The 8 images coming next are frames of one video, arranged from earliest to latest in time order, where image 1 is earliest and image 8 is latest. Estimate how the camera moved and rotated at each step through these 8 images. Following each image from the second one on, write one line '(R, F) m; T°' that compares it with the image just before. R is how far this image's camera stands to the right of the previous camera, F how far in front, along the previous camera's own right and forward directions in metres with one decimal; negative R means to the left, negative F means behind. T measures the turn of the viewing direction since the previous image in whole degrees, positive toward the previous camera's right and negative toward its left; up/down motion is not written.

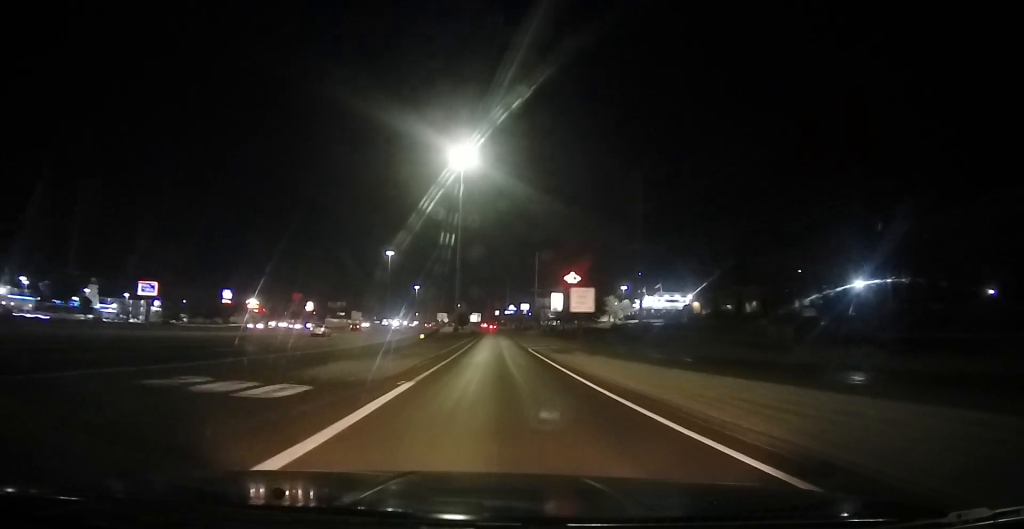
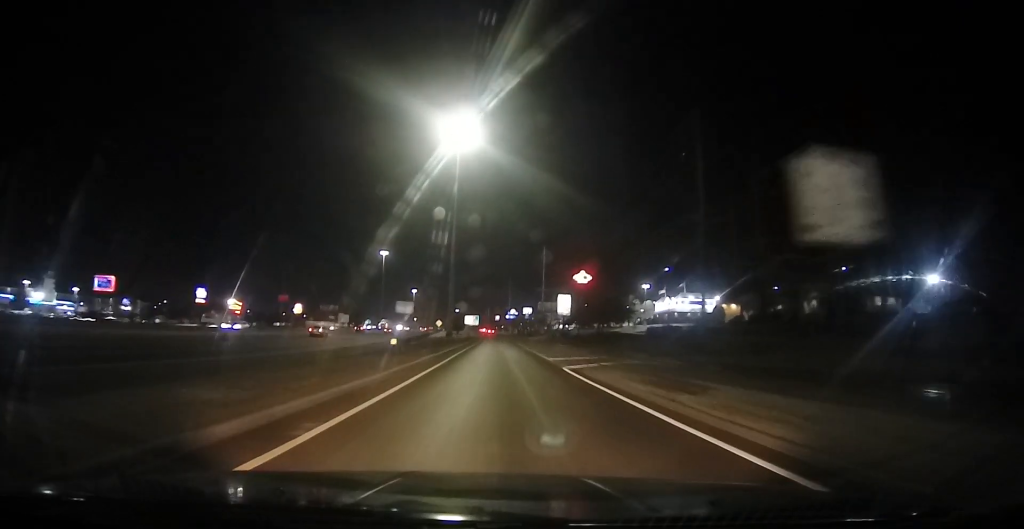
(+0.1, +22.3) m; 0°
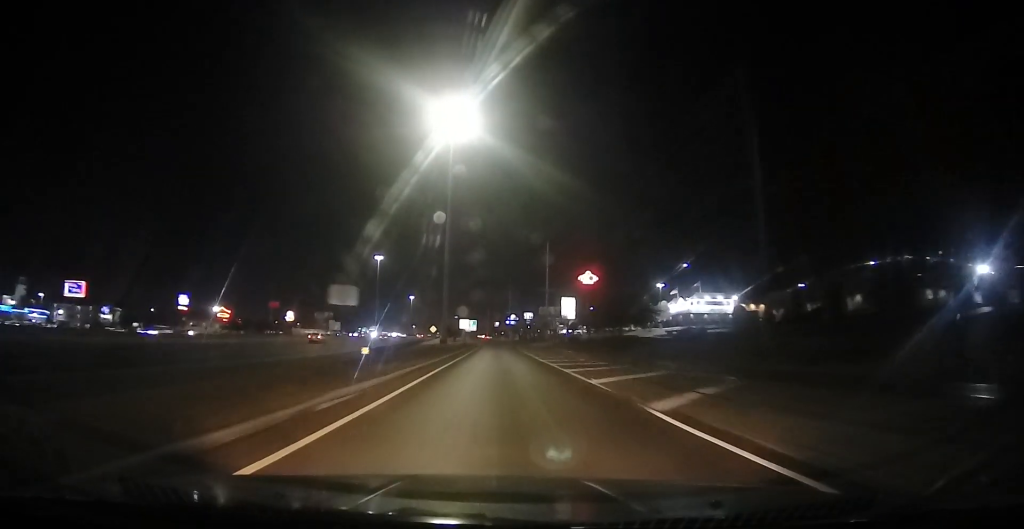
(+0.1, +12.6) m; 0°
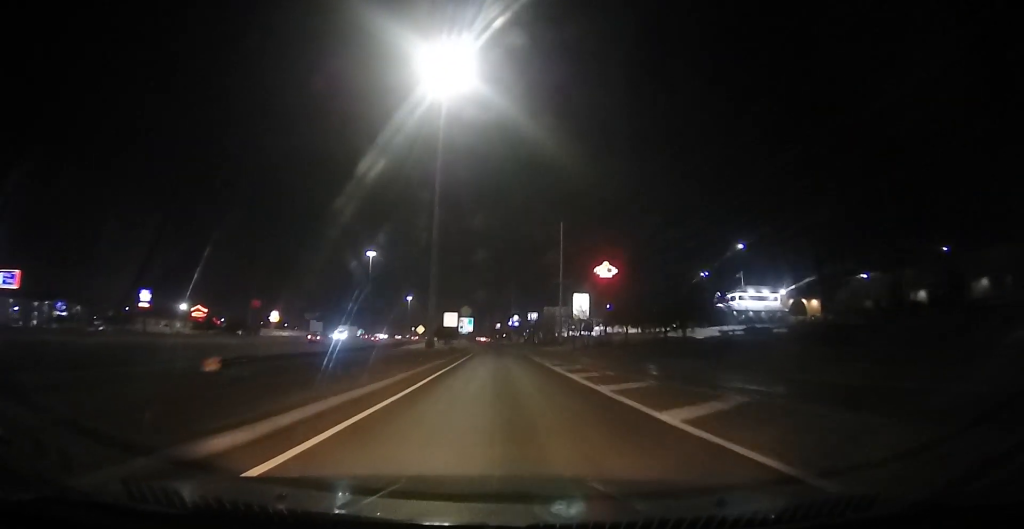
(0.0, +25.0) m; 0°
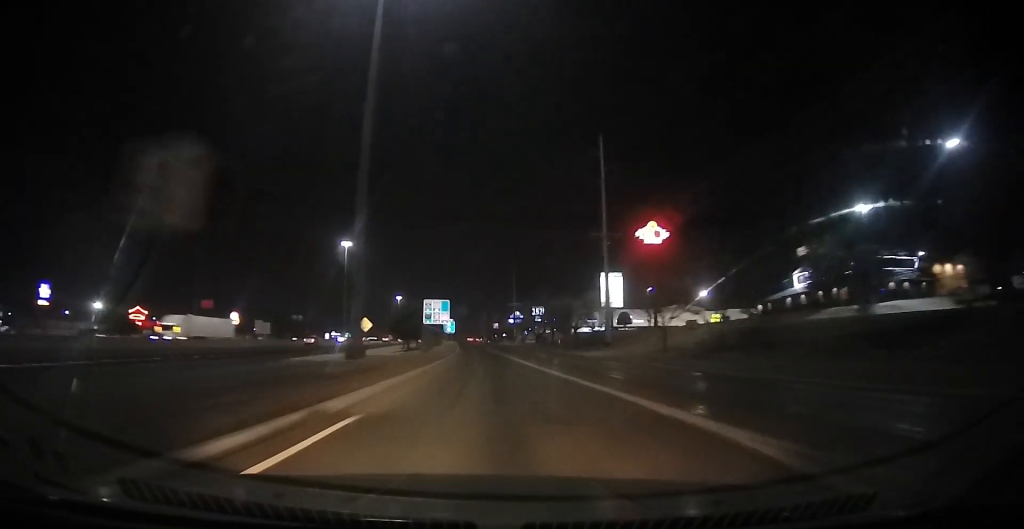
(0.0, +46.0) m; 0°
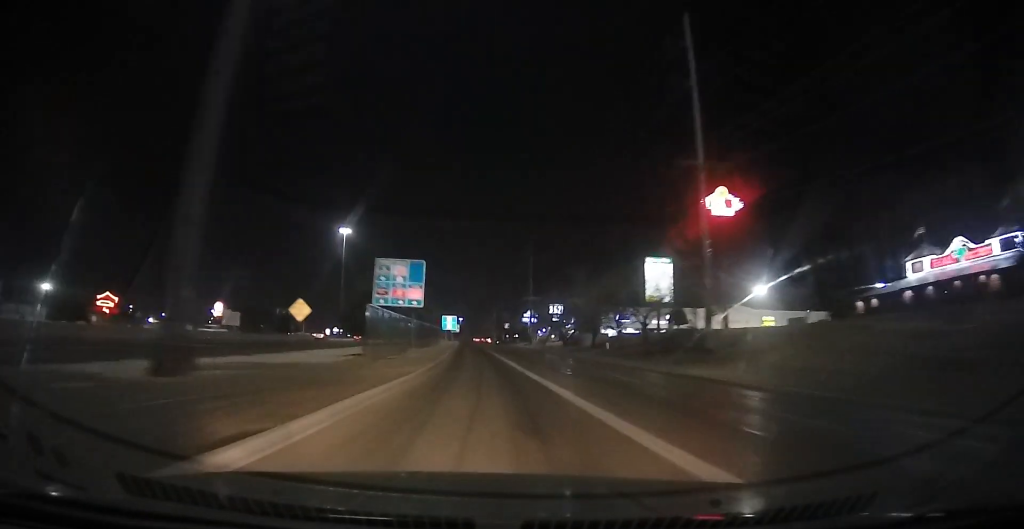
(-0.1, +25.8) m; -1°
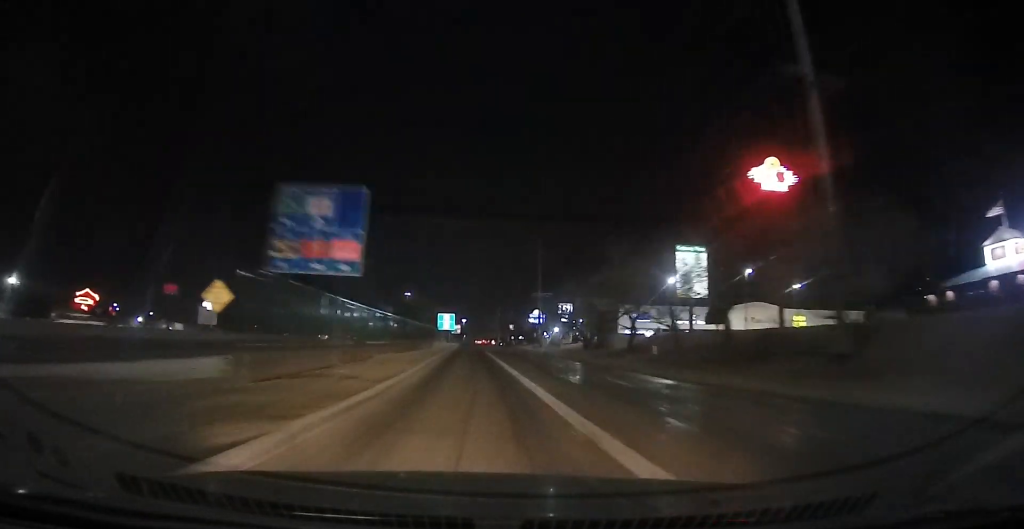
(-0.1, +13.3) m; -1°
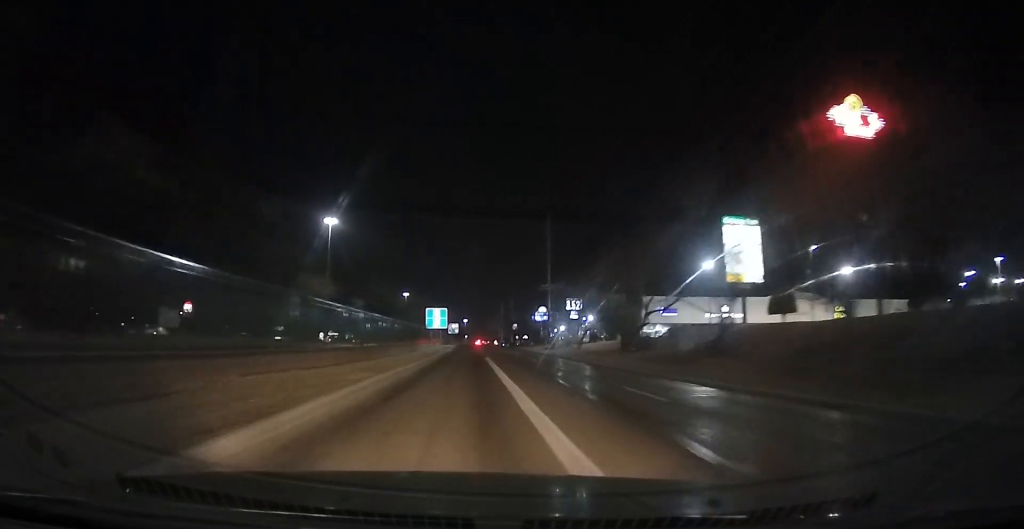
(-0.1, +16.2) m; 0°
